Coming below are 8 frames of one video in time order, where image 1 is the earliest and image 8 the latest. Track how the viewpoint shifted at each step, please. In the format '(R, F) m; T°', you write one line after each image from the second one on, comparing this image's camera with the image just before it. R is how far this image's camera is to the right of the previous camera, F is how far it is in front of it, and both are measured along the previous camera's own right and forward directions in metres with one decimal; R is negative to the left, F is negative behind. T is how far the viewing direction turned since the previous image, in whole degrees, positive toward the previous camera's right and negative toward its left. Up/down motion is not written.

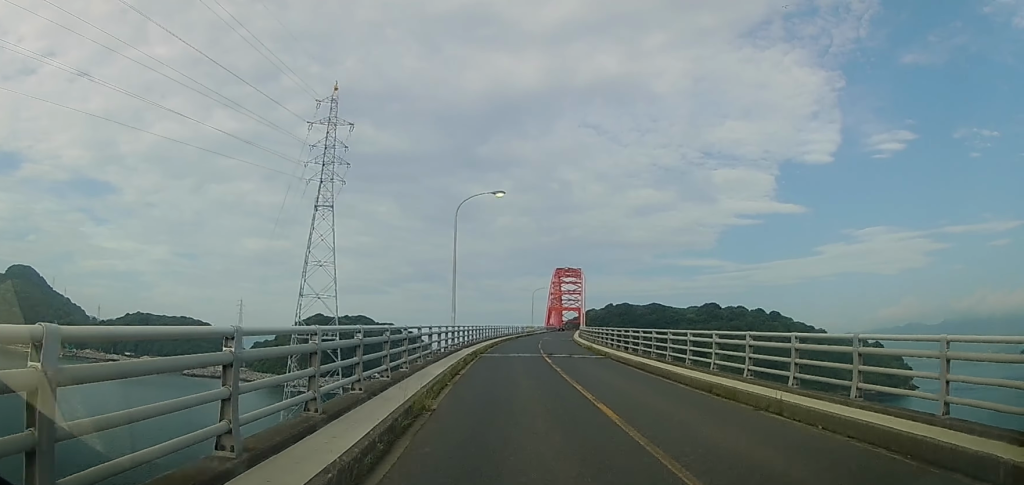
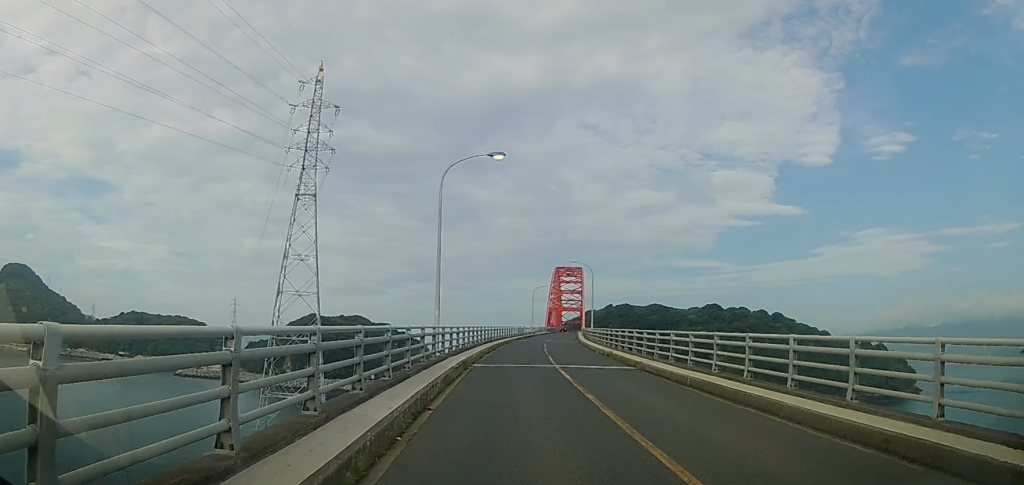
(+0.4, +7.6) m; 0°
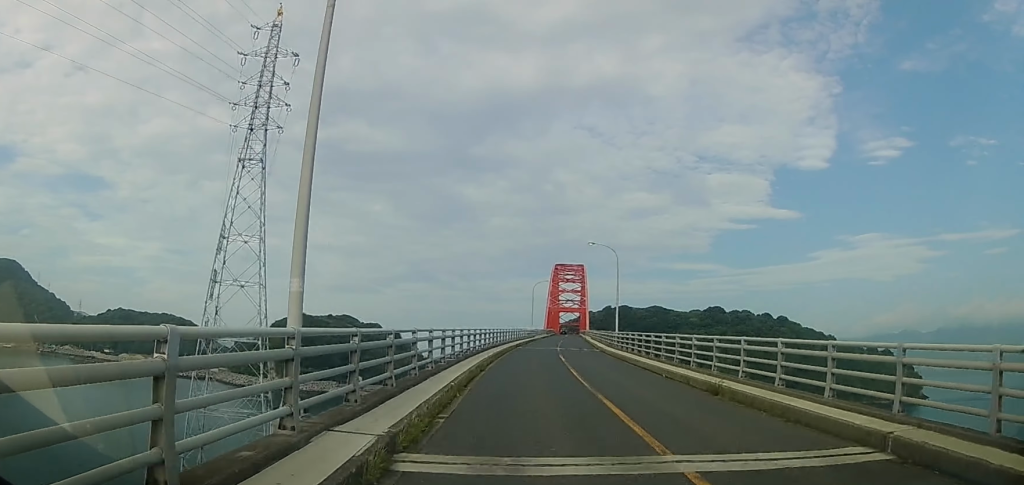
(-0.5, +16.3) m; 0°
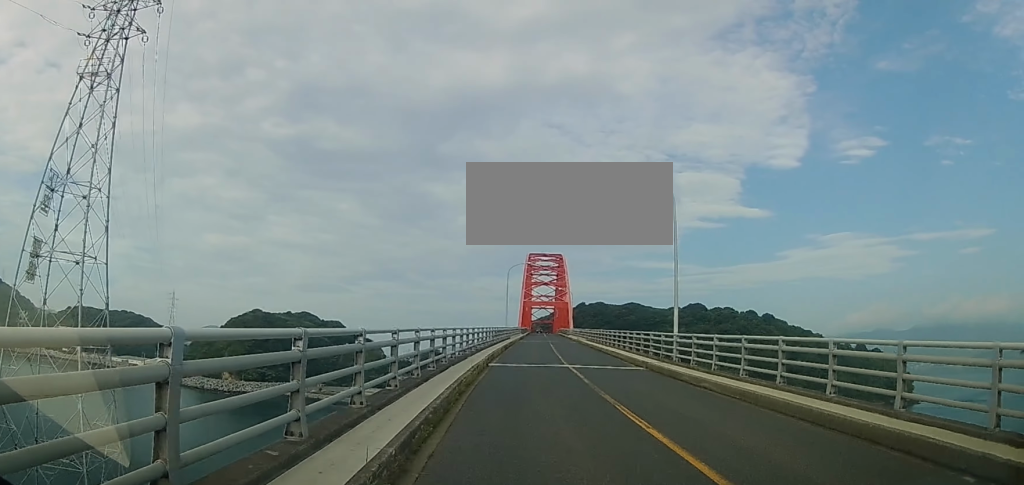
(+0.8, +23.0) m; +4°
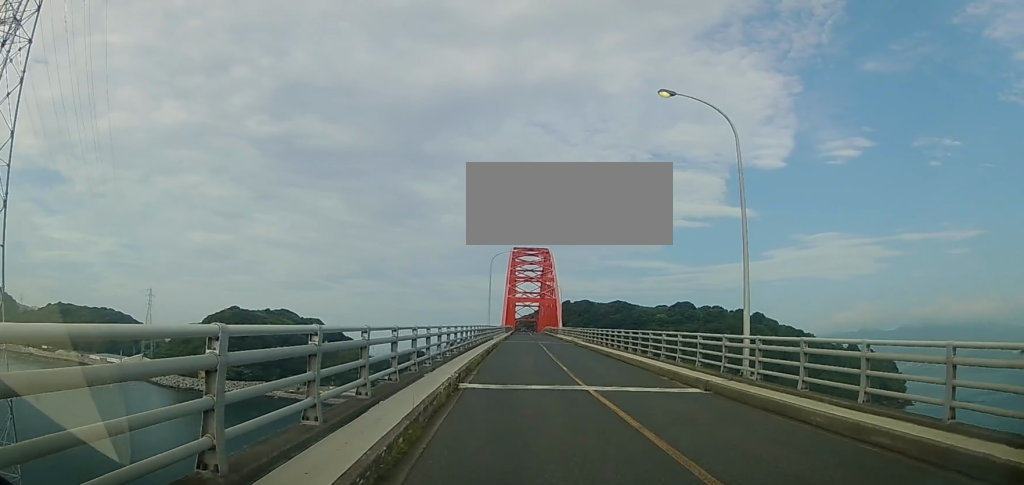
(+0.2, +9.3) m; +2°
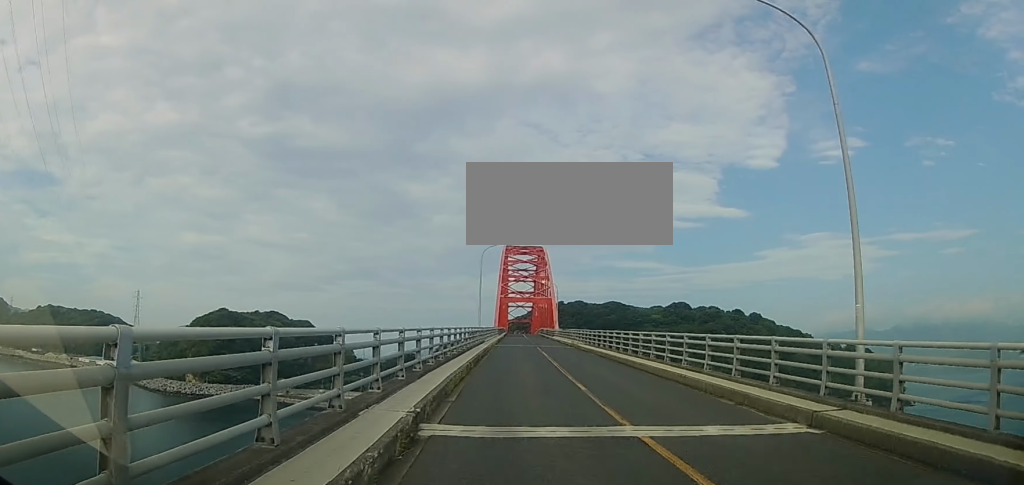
(+0.1, +5.7) m; 0°
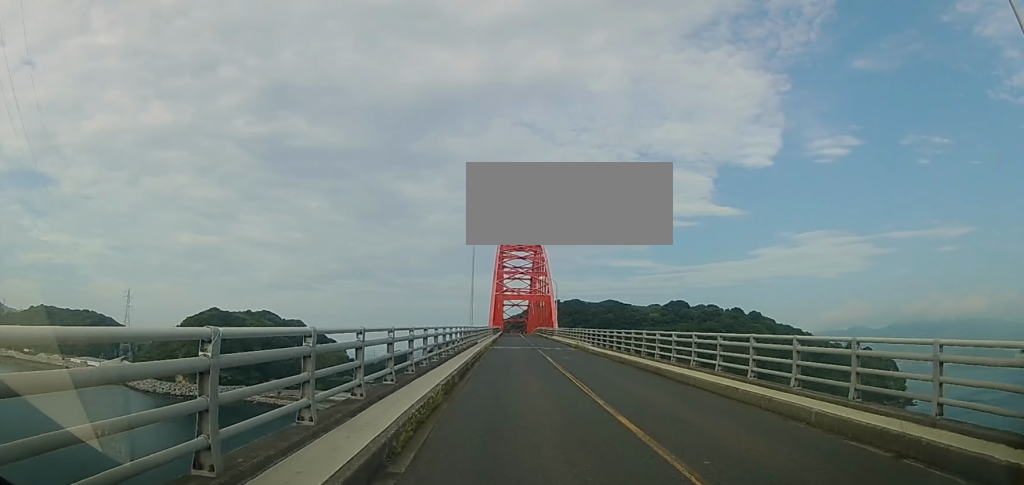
(0.0, +6.5) m; 0°
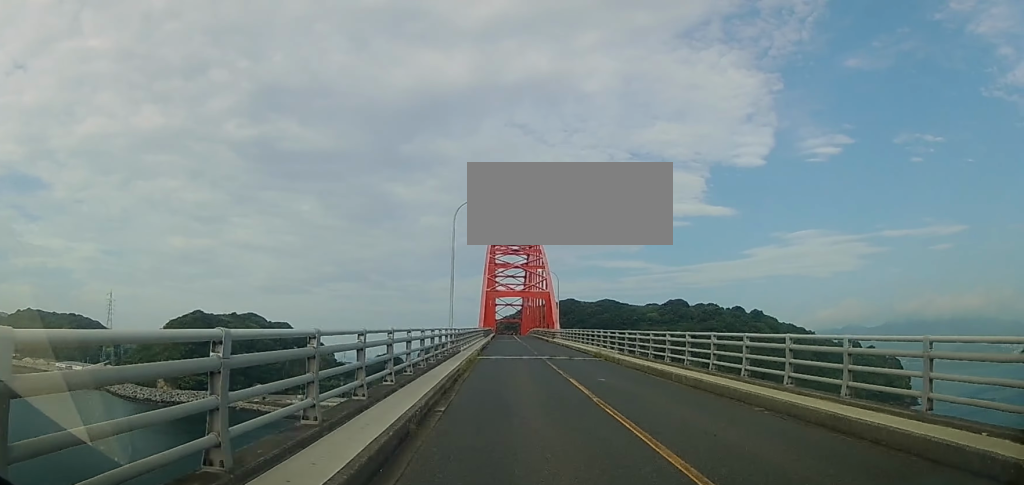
(0.0, +11.7) m; 0°
